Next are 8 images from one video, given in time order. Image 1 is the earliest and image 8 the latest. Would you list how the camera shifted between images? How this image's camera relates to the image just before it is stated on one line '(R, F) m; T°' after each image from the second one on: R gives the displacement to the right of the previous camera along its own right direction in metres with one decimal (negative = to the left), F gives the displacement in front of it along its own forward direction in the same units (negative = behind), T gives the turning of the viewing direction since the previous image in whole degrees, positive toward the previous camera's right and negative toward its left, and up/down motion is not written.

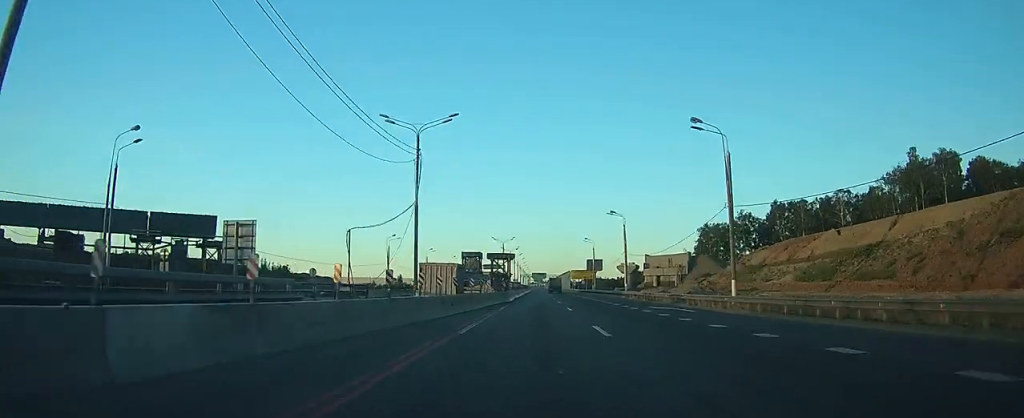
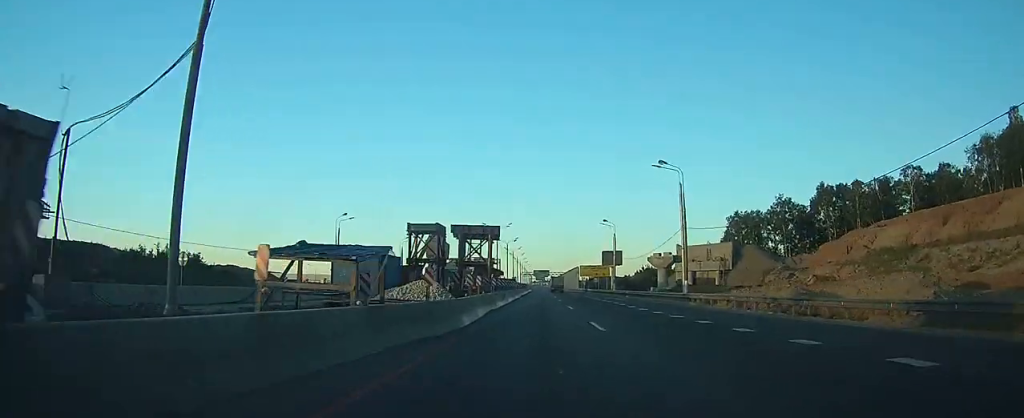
(-0.1, +30.2) m; 0°
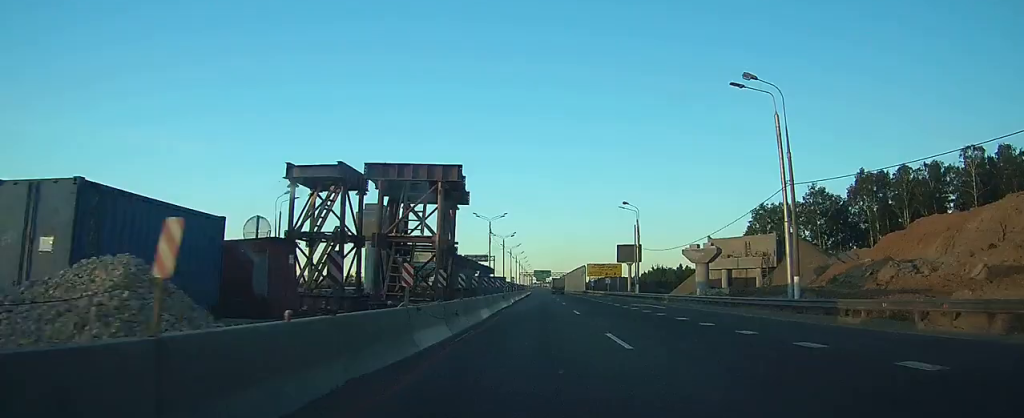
(0.0, +20.3) m; 0°
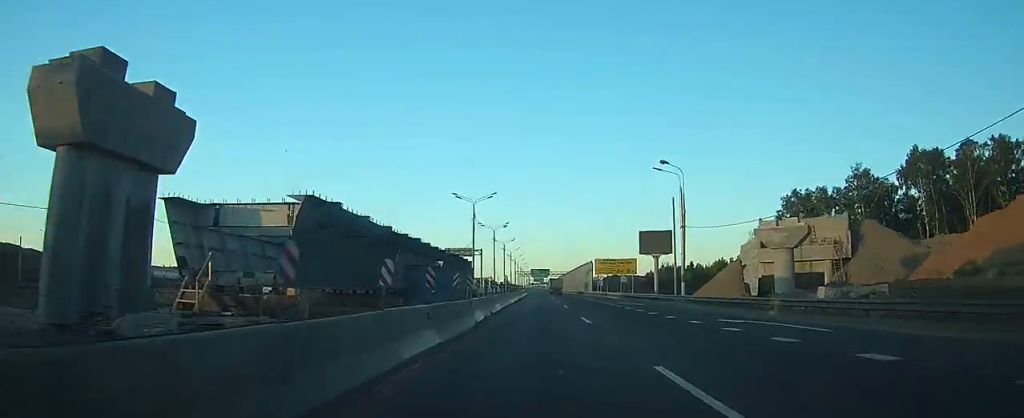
(+0.1, +22.8) m; 0°
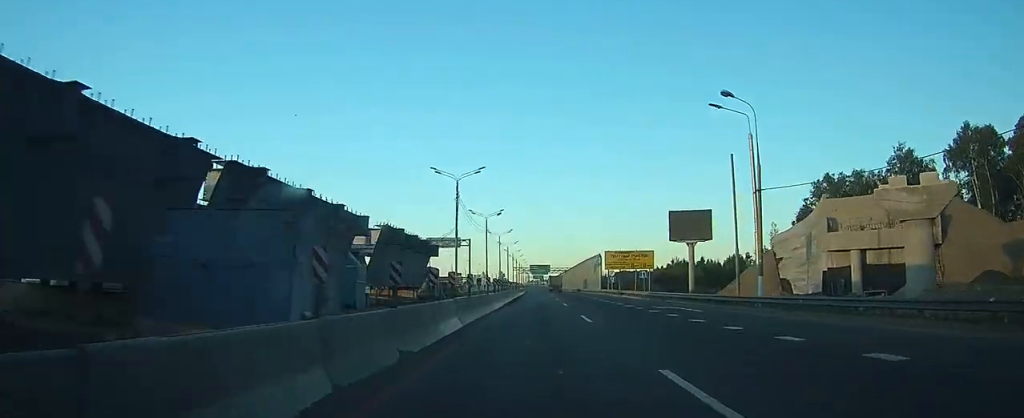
(0.0, +16.6) m; 0°
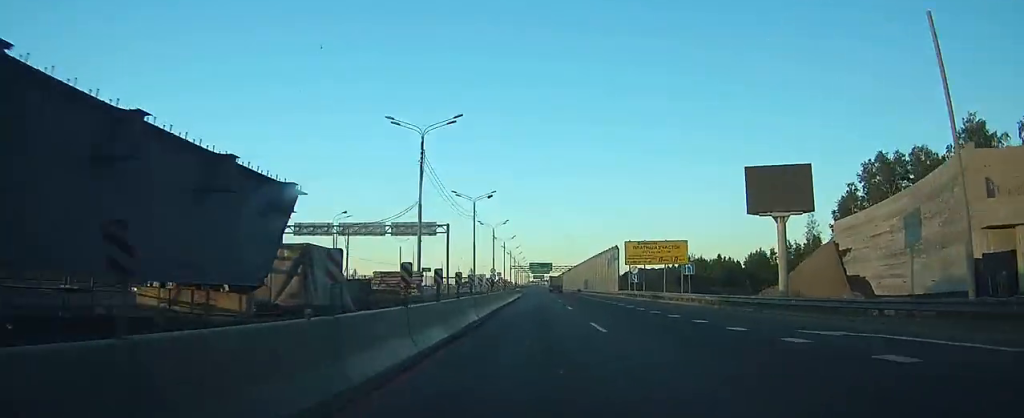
(0.0, +20.5) m; 0°
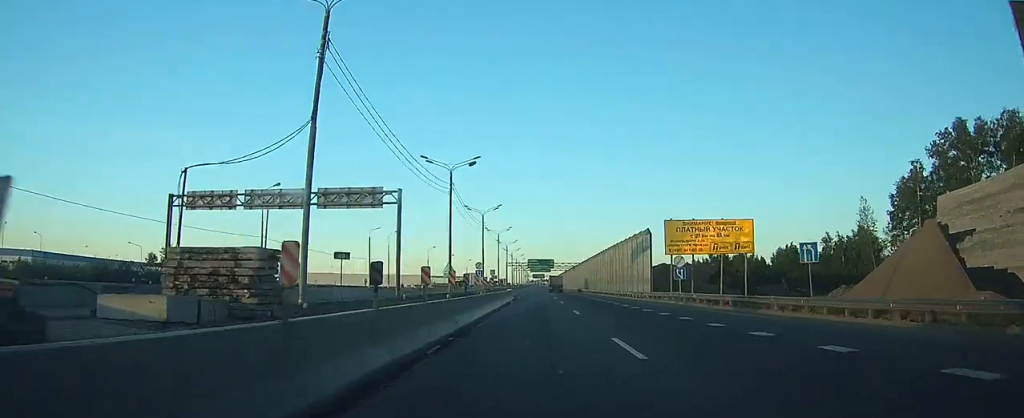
(0.0, +22.2) m; 0°
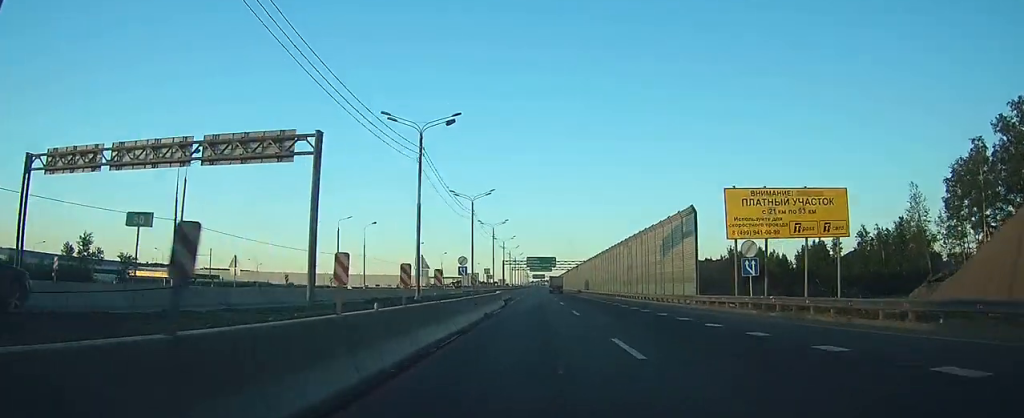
(0.0, +15.8) m; 0°
